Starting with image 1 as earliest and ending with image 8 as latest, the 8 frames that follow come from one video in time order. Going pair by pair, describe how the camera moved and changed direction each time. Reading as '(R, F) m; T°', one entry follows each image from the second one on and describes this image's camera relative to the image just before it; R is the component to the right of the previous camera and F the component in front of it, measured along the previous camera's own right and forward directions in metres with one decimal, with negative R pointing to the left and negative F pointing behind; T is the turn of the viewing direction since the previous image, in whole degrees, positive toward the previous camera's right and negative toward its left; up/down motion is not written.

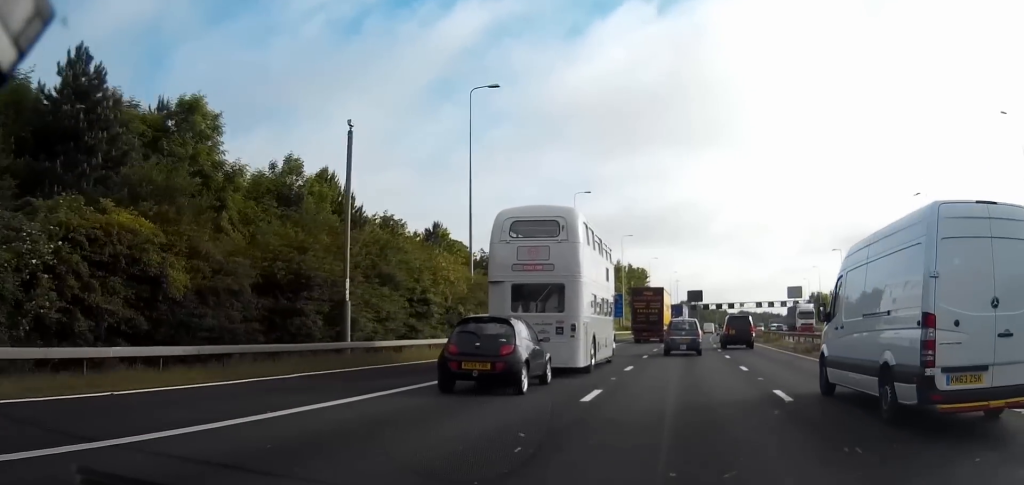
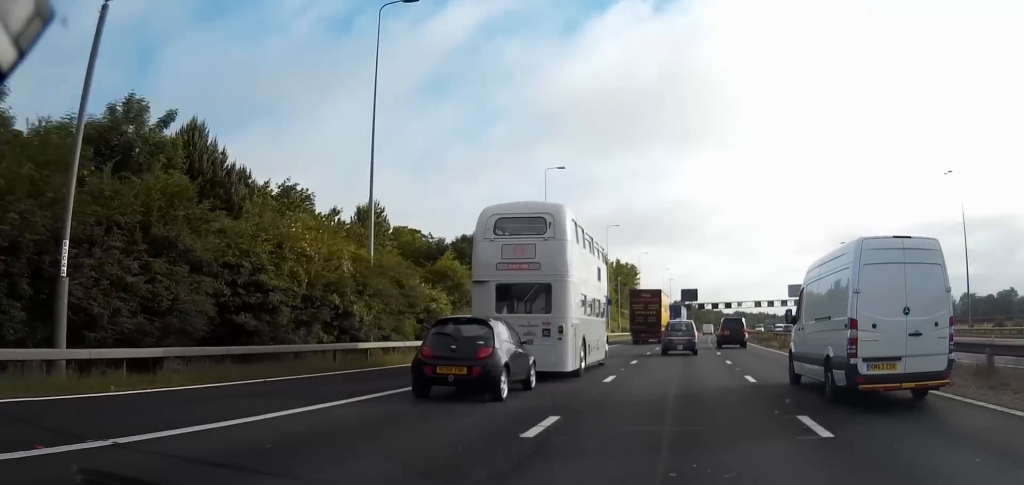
(+0.1, +12.7) m; 0°
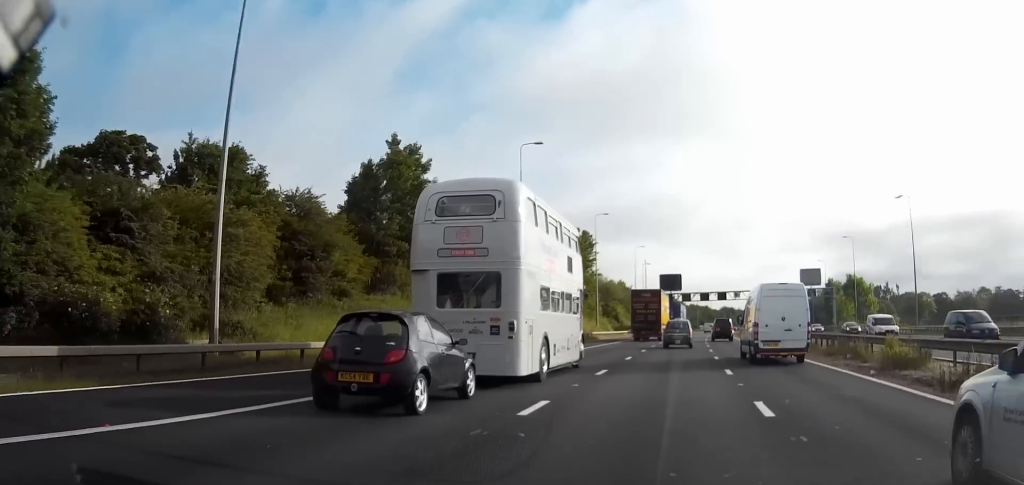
(+0.1, +44.0) m; +1°
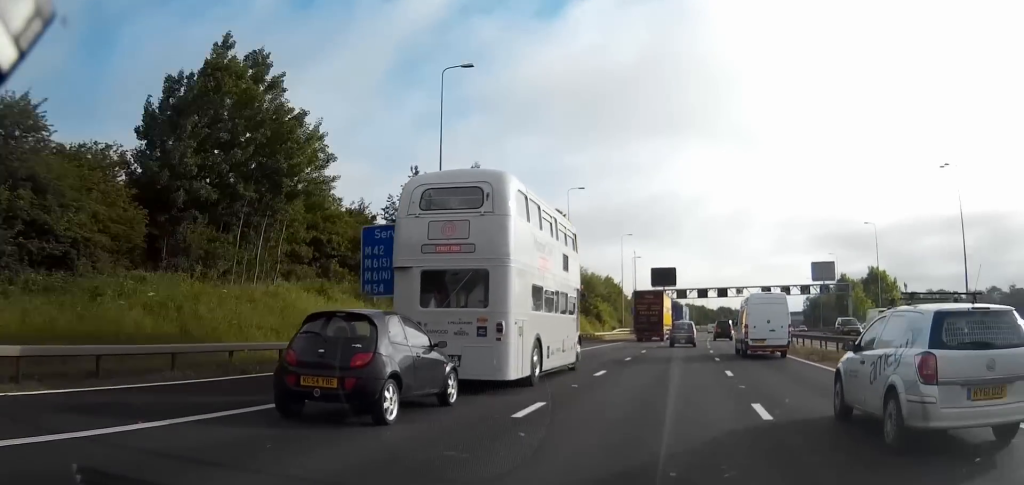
(+0.2, +17.9) m; +1°
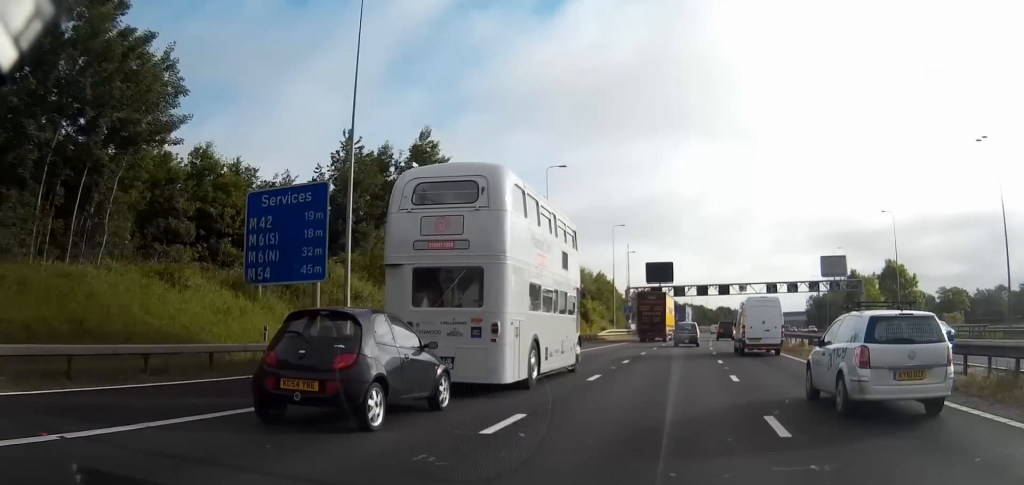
(0.0, +10.8) m; 0°
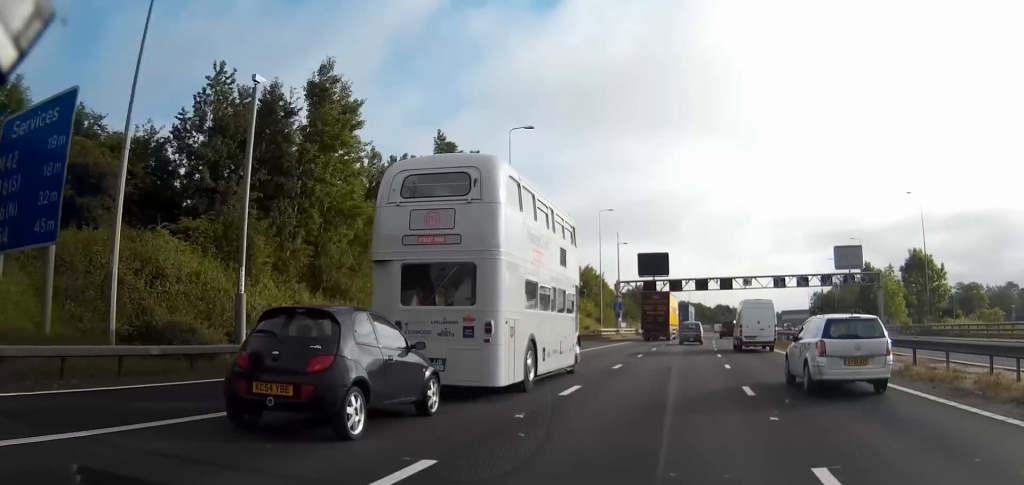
(0.0, +12.6) m; 0°
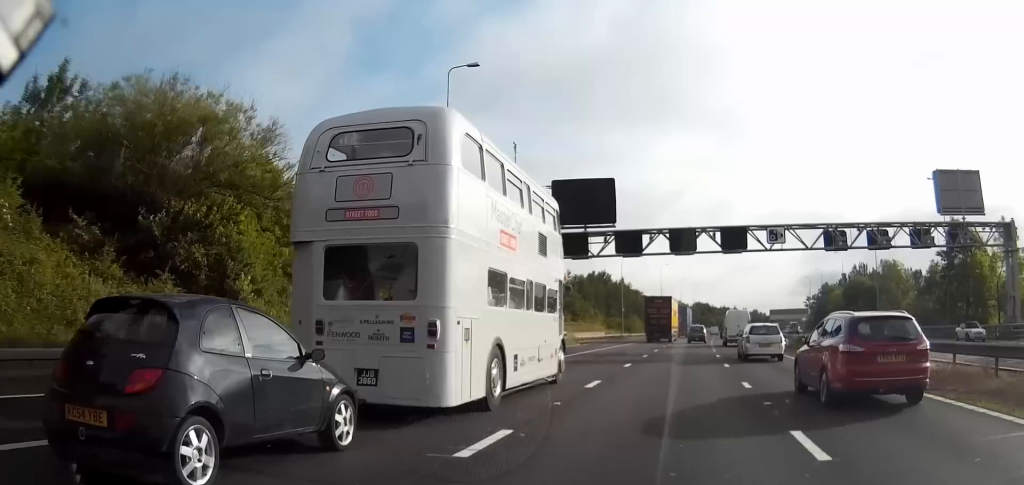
(+0.6, +51.6) m; +1°
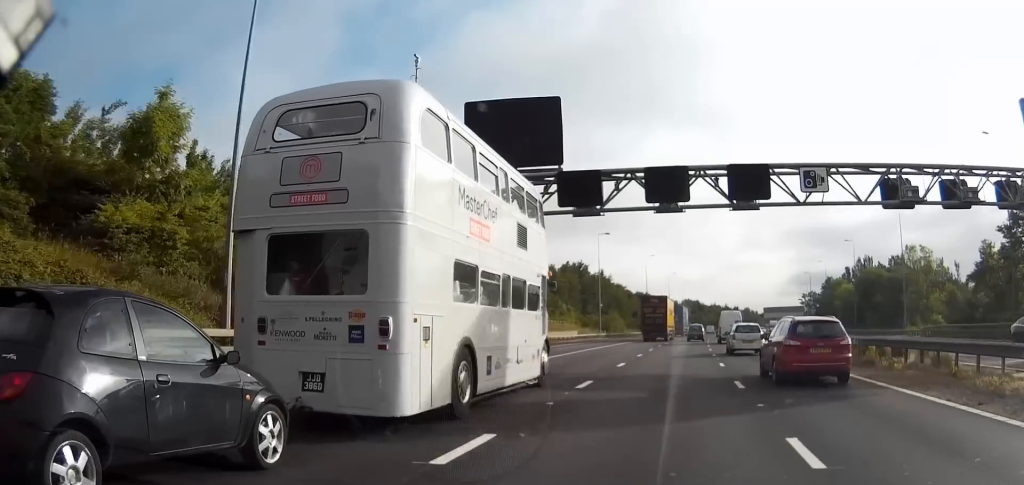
(0.0, +18.5) m; +1°
